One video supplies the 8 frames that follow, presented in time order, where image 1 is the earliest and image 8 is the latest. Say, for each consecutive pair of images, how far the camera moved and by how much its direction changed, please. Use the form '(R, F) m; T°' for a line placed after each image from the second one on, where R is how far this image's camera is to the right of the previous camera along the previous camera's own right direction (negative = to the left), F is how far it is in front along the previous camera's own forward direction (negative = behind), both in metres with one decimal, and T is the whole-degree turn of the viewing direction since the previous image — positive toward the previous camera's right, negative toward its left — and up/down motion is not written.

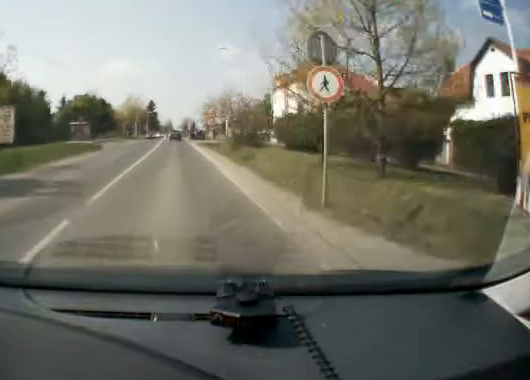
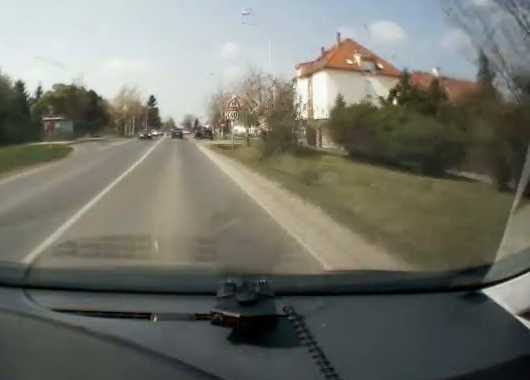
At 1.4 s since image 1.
(+0.7, +13.0) m; +4°
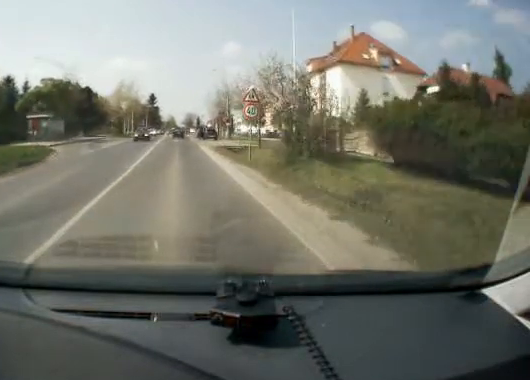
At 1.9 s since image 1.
(+0.2, +5.3) m; 0°
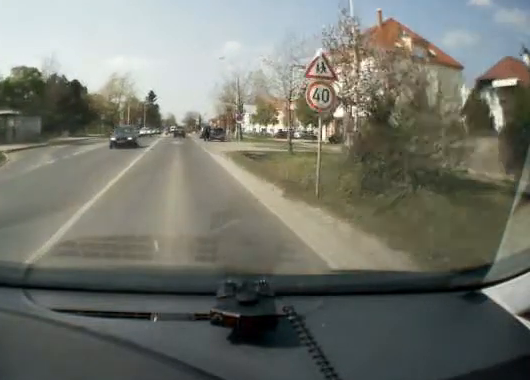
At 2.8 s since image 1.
(-0.3, +8.1) m; -2°
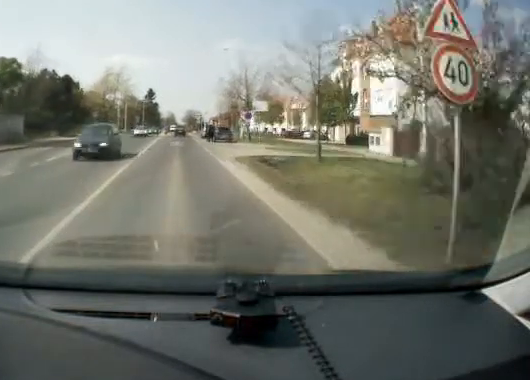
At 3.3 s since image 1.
(0.0, +4.4) m; 0°
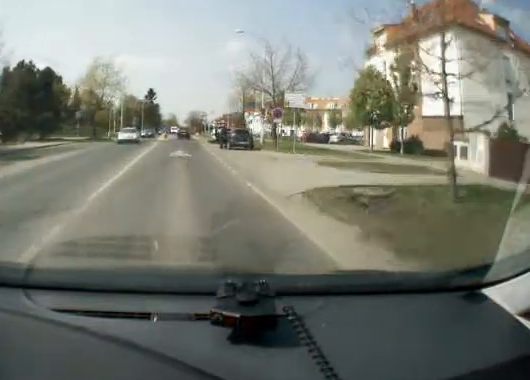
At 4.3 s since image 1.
(0.0, +9.5) m; -1°
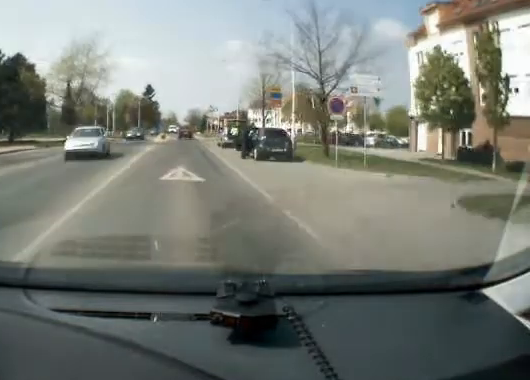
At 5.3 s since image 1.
(-0.1, +9.2) m; 0°
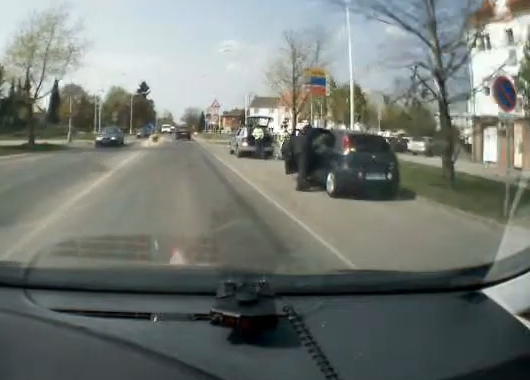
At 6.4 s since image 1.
(0.0, +9.7) m; +2°
